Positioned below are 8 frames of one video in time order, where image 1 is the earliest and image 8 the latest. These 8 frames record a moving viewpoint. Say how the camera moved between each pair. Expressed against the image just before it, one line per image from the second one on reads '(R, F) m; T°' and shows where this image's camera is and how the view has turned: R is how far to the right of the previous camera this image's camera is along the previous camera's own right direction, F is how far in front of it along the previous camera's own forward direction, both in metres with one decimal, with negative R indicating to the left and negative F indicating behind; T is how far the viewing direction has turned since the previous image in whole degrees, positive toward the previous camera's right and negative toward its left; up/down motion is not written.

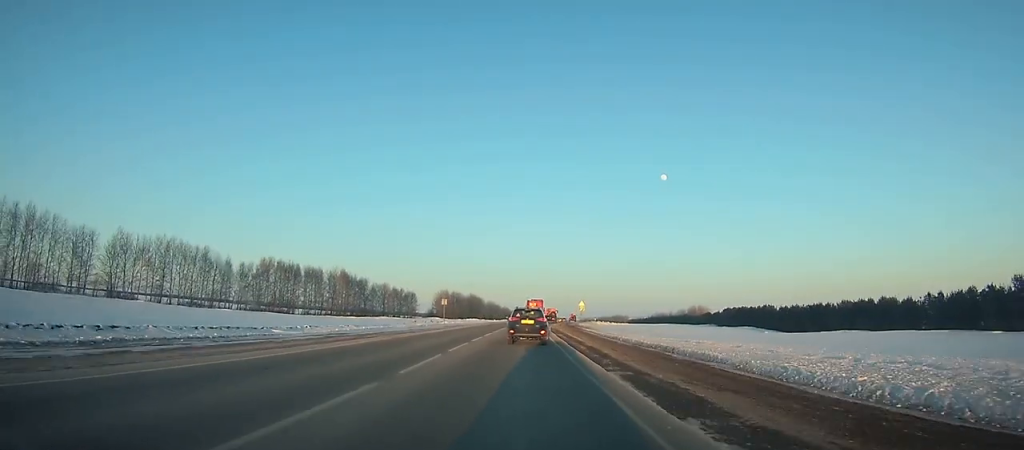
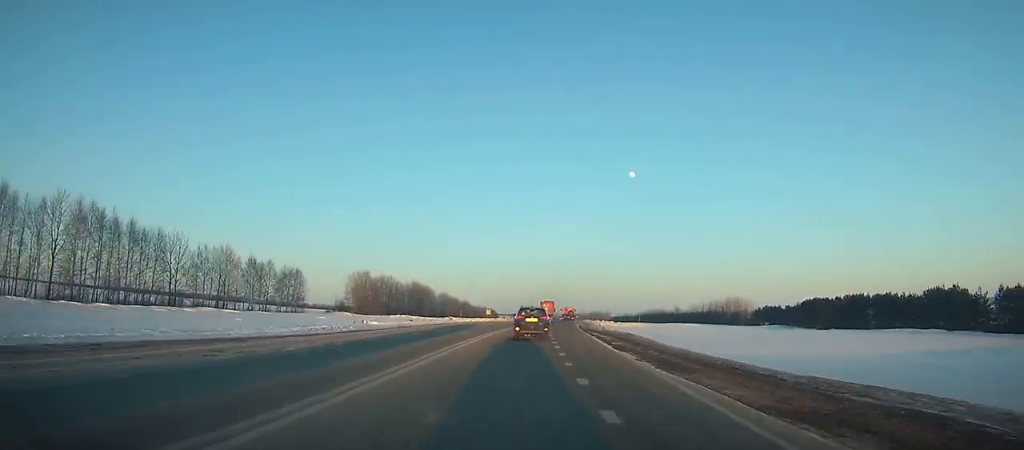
(+2.4, +103.7) m; +3°
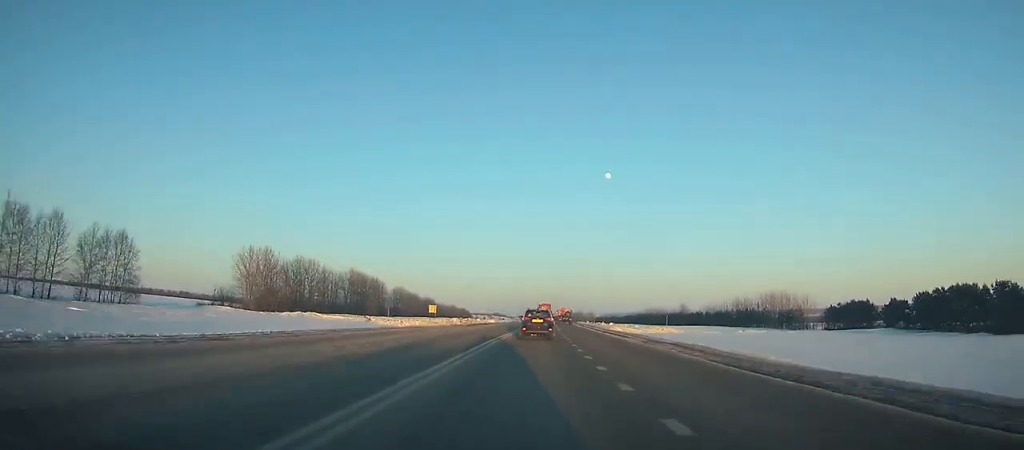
(+1.4, +64.9) m; +3°
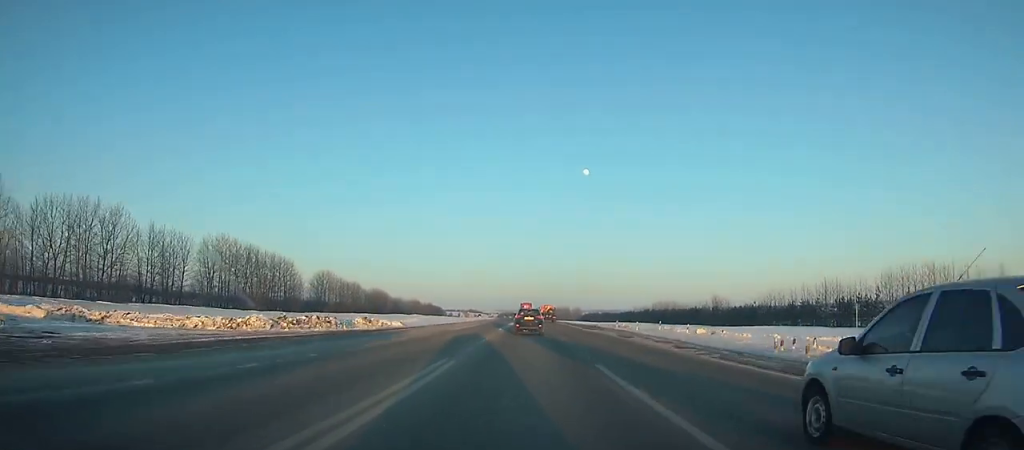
(+2.4, +82.8) m; +2°
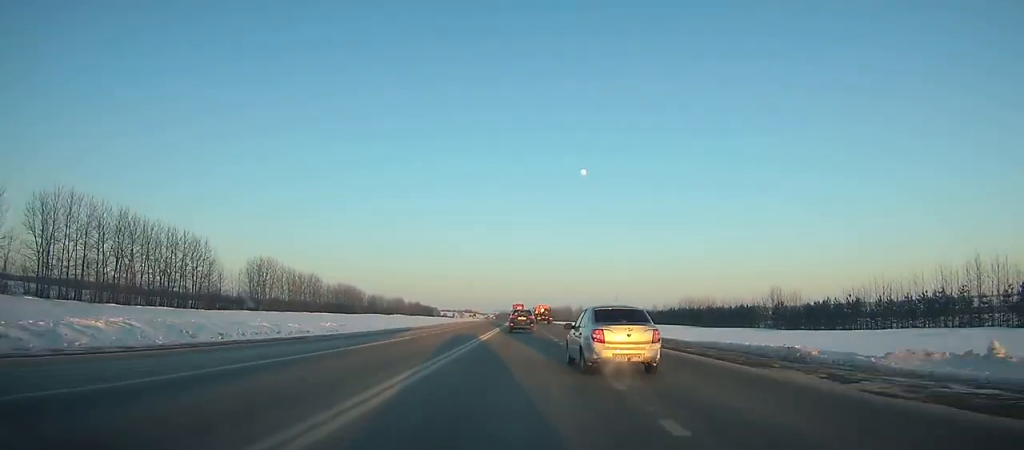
(0.0, +53.3) m; 0°
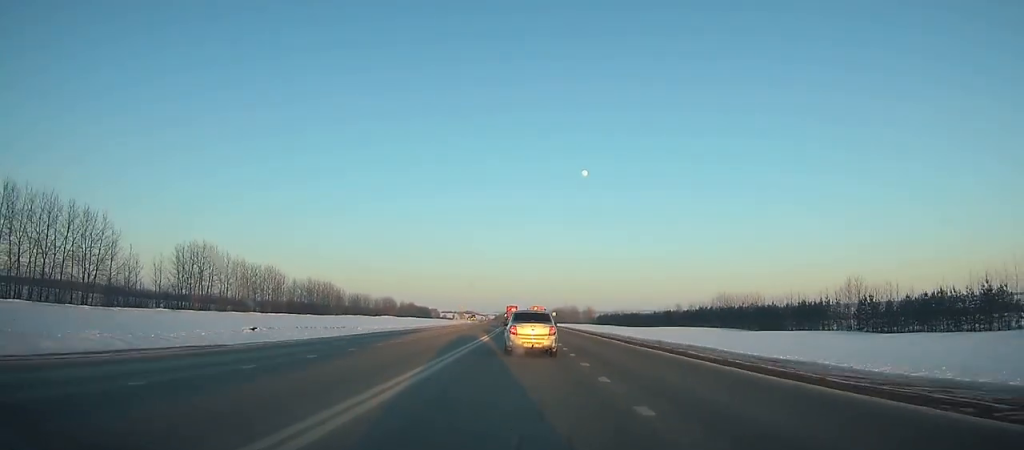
(0.0, +39.3) m; 0°
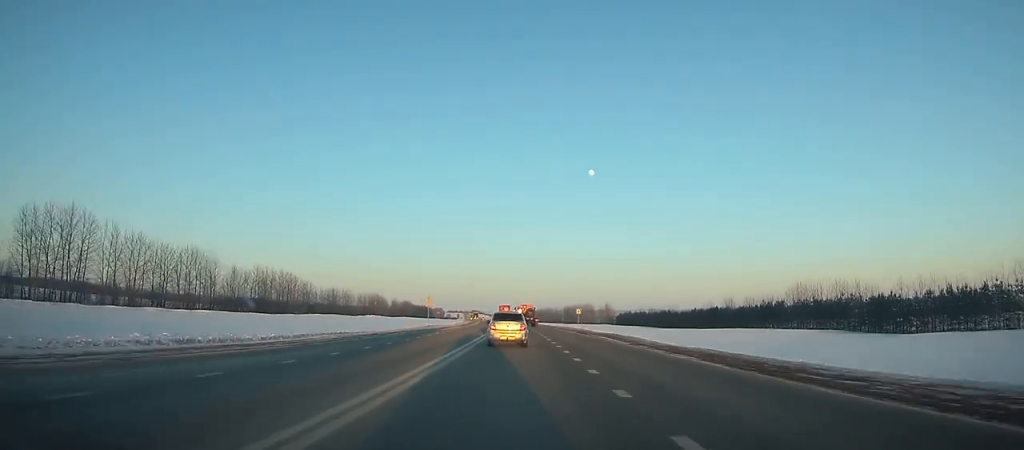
(-0.1, +48.6) m; -1°
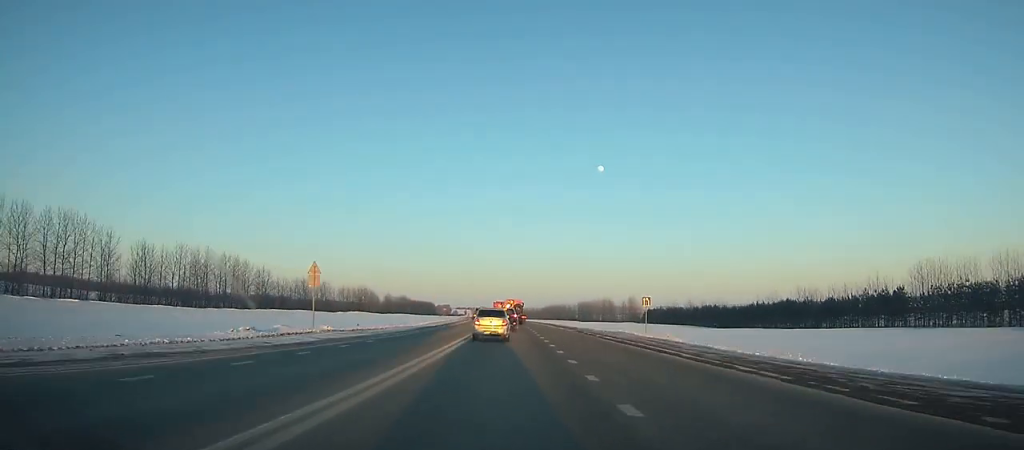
(-0.3, +44.6) m; -1°
